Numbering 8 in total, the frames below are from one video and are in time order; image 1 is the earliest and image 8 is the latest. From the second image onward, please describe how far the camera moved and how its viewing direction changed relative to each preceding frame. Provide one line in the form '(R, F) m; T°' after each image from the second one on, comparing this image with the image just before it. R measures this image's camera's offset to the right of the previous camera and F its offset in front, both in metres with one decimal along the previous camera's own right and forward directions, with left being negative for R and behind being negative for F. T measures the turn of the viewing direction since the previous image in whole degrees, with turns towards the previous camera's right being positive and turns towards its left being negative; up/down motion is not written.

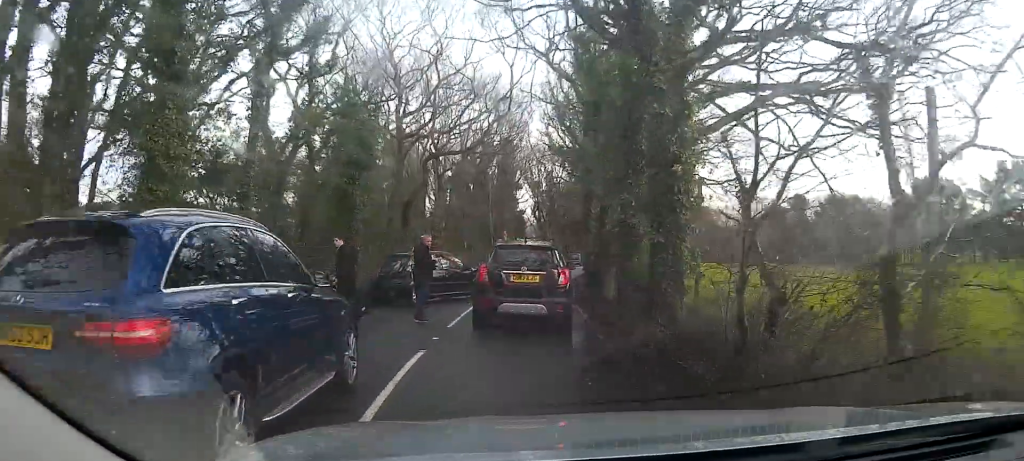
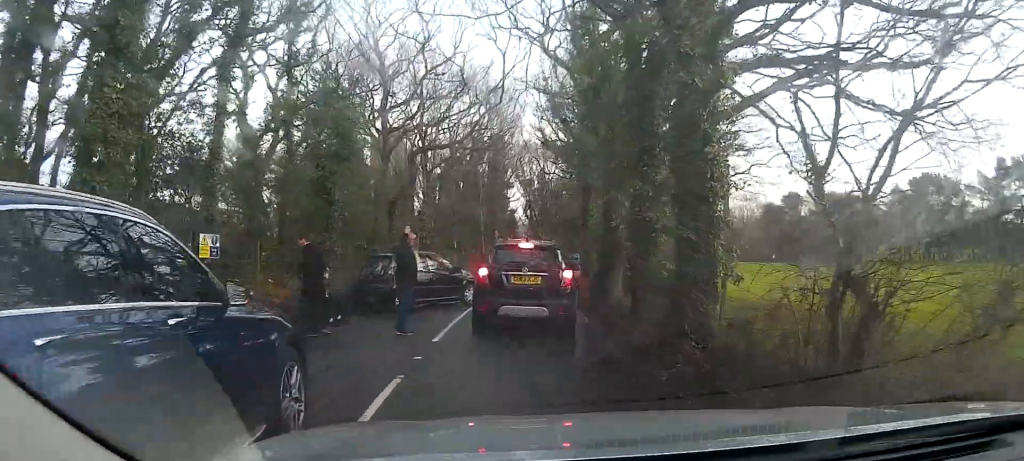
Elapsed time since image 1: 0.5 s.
(-0.1, +3.0) m; -1°
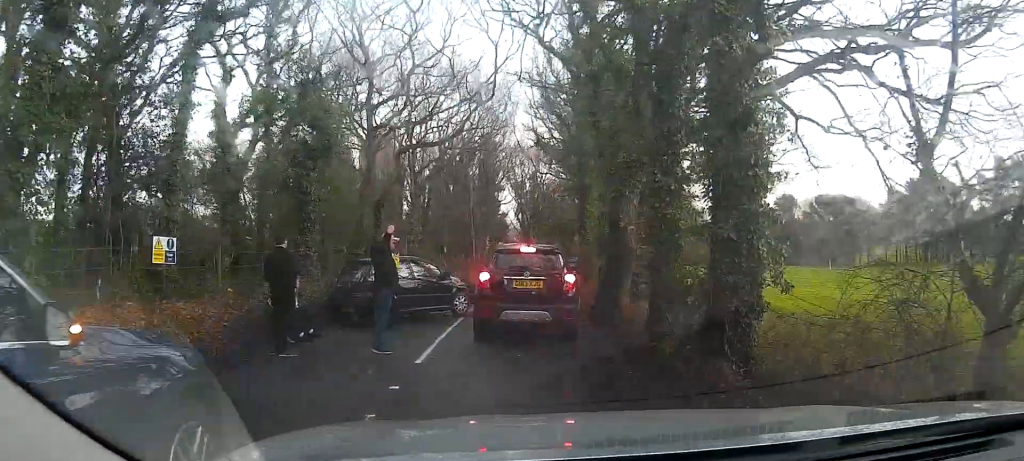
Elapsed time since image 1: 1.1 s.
(+0.1, +2.7) m; -1°
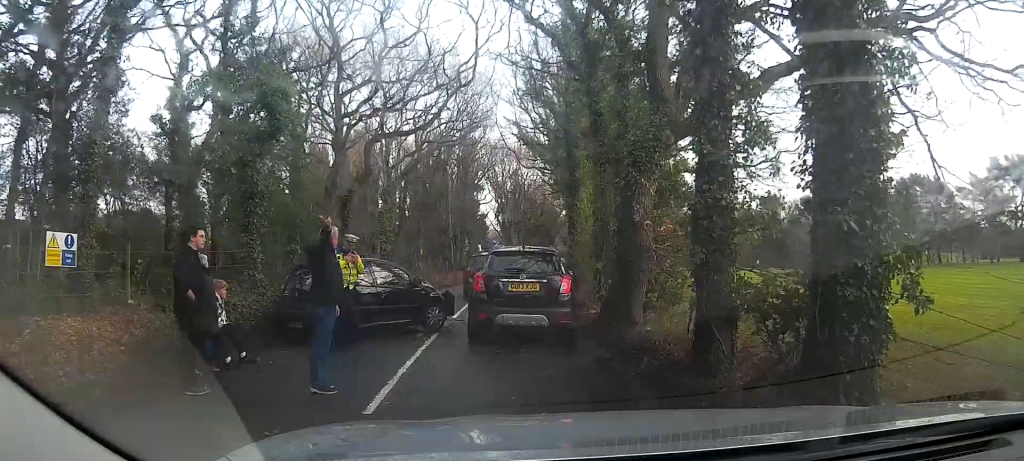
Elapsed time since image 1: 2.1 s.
(-0.2, +4.0) m; -1°
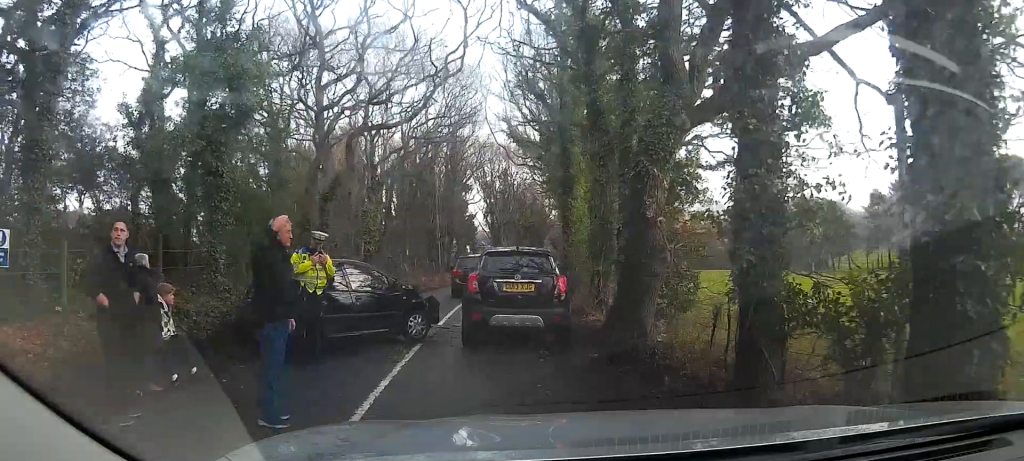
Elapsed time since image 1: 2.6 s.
(0.0, +1.8) m; +1°
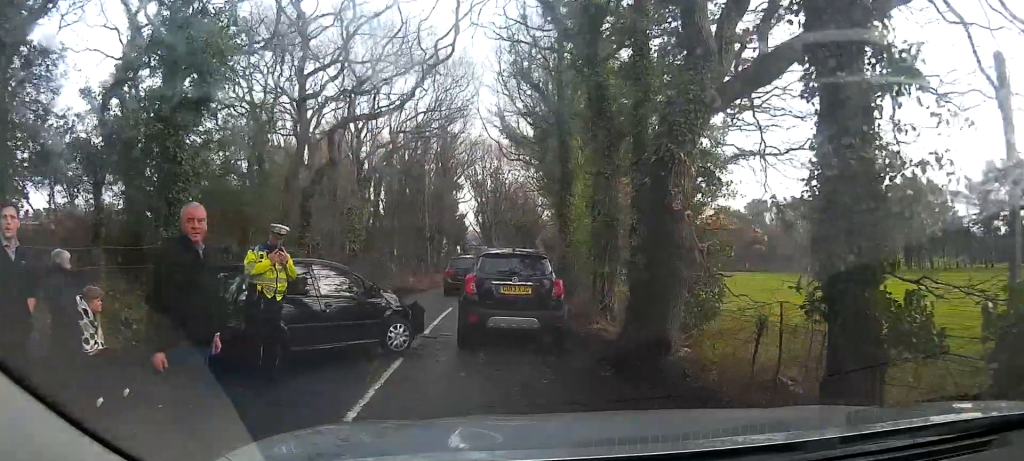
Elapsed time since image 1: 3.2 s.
(+0.2, +1.9) m; +2°
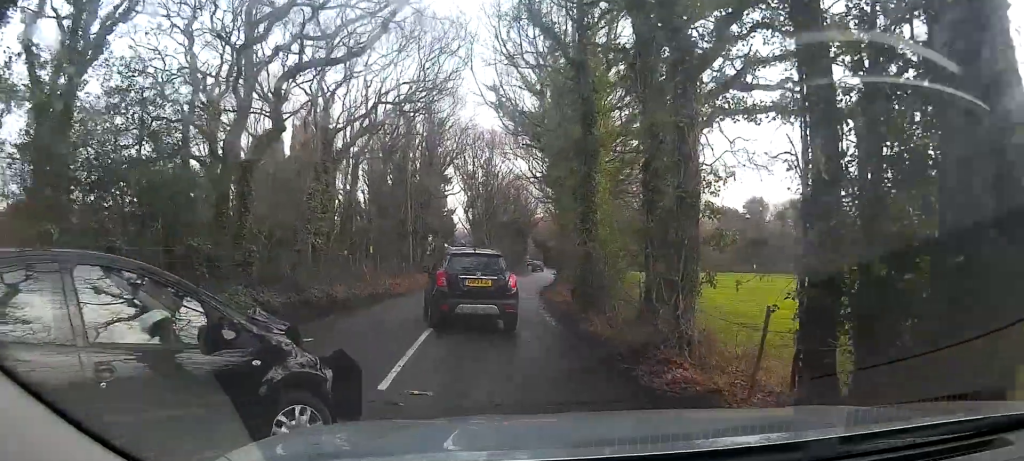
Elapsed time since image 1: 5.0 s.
(-0.7, +6.0) m; -13°
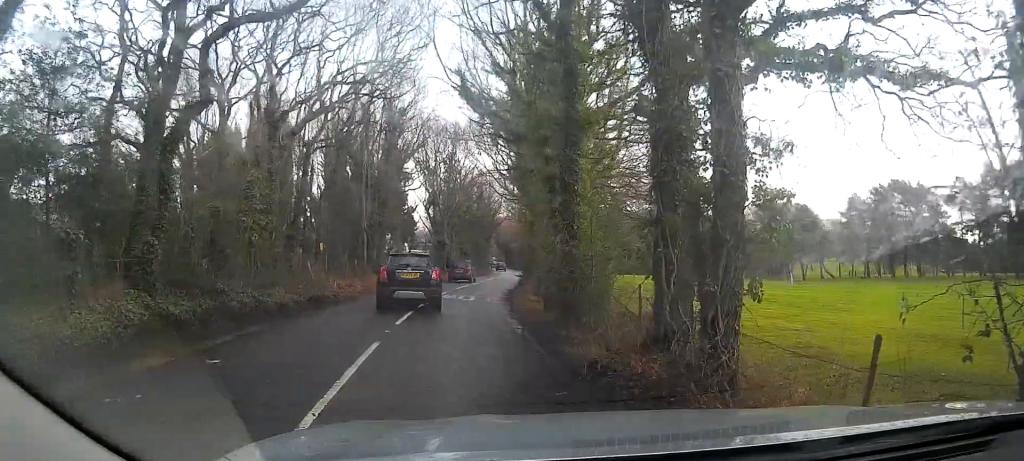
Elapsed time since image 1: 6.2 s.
(-0.1, +3.7) m; +18°
